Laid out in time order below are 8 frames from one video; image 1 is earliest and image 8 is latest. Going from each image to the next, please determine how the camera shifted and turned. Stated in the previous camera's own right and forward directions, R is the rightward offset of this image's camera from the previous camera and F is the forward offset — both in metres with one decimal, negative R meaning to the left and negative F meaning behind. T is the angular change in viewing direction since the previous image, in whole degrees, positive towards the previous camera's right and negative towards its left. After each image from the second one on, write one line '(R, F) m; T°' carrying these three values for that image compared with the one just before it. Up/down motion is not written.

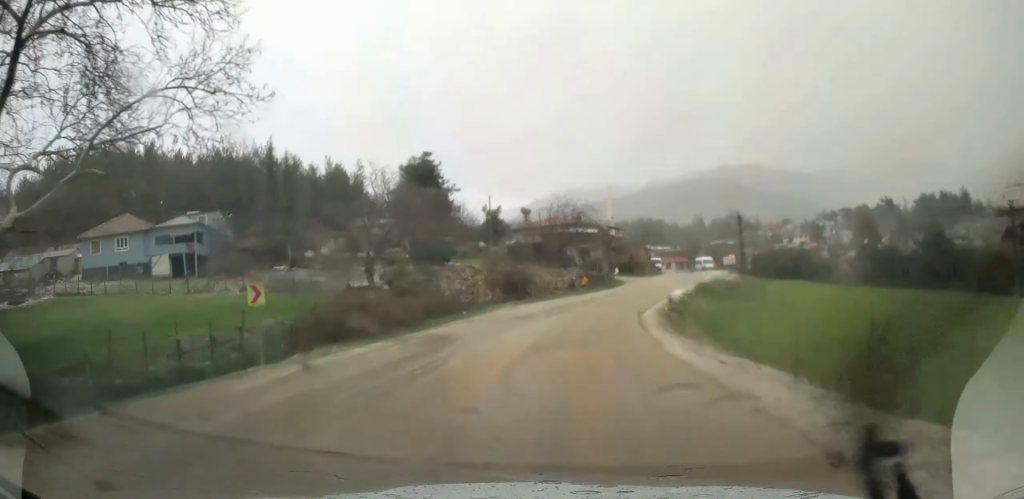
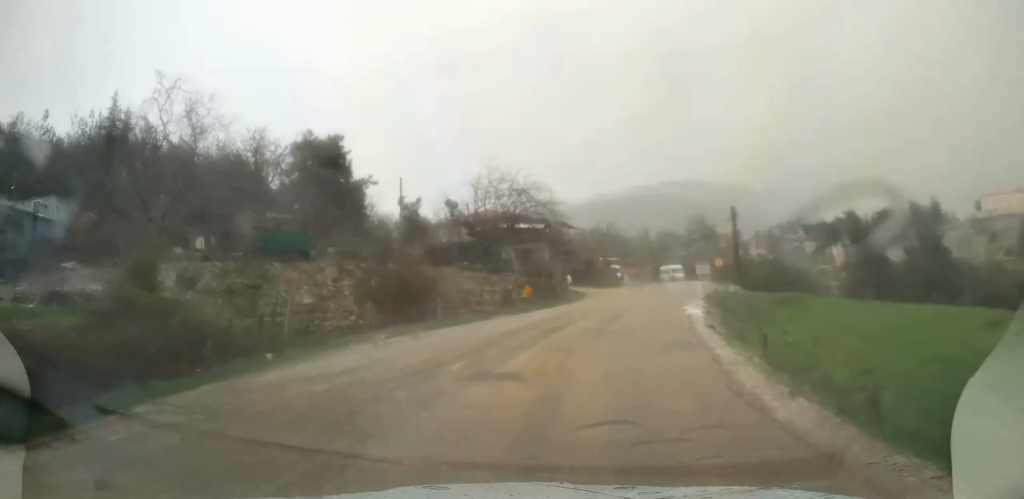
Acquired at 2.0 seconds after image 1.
(+1.1, +18.7) m; +9°
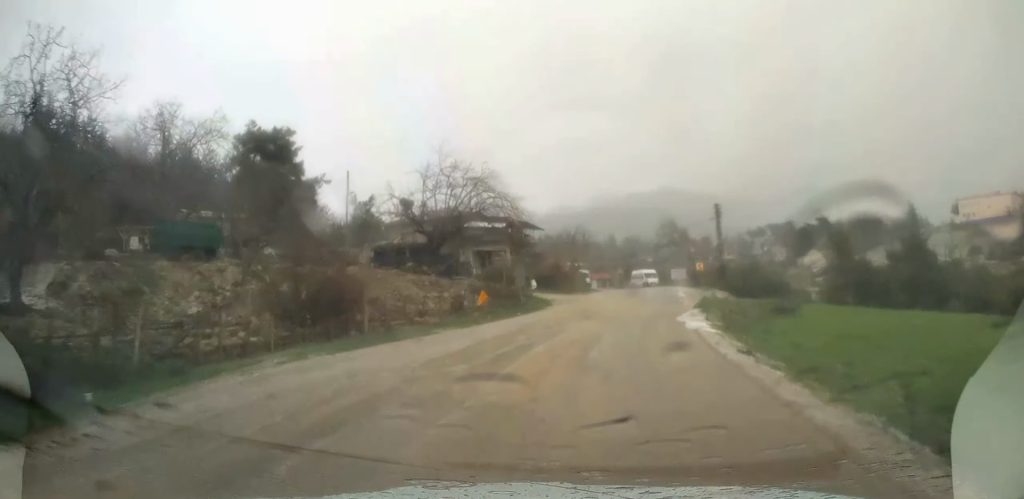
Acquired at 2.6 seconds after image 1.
(+0.3, +6.0) m; +4°
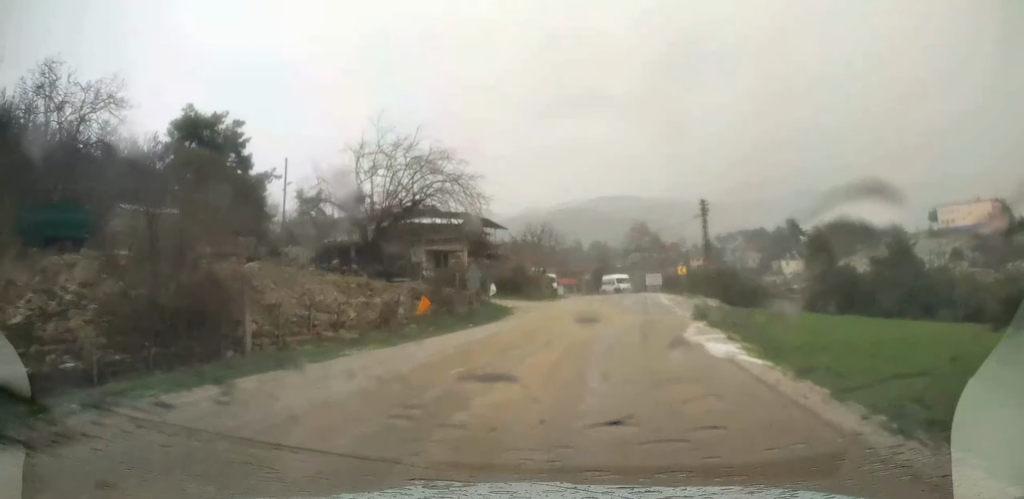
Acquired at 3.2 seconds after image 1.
(+0.2, +6.4) m; +3°
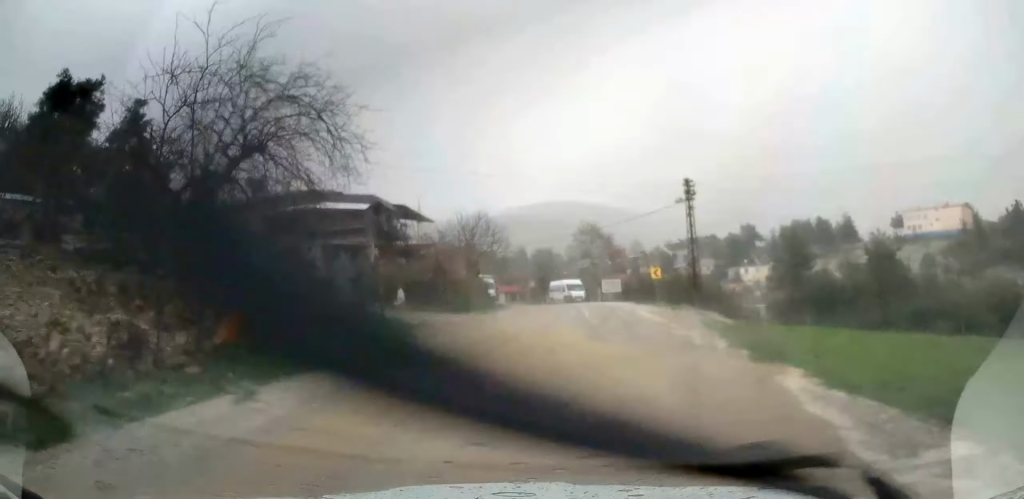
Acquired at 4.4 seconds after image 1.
(+0.5, +11.3) m; +4°
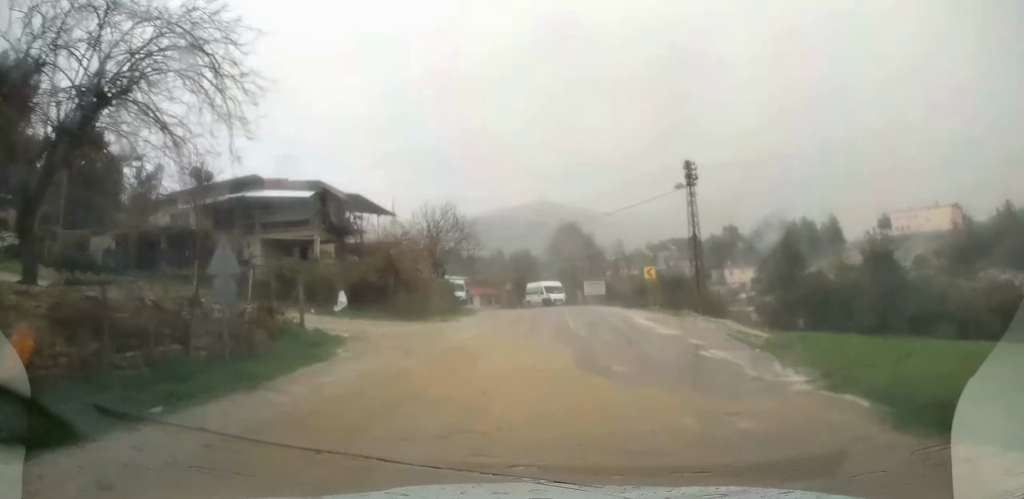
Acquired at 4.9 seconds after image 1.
(+0.1, +5.6) m; +2°
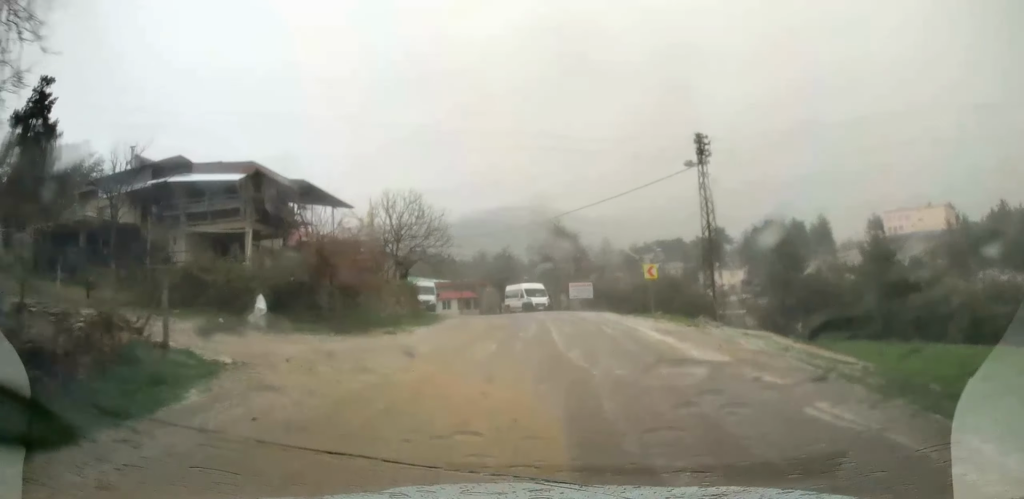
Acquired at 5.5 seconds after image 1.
(+0.1, +5.8) m; +1°
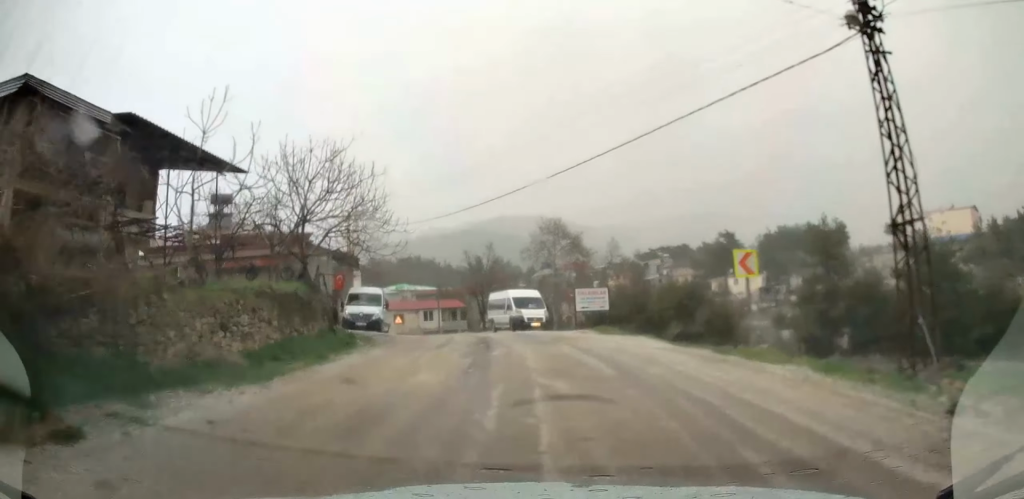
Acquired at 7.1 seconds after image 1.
(+0.2, +14.0) m; -1°
